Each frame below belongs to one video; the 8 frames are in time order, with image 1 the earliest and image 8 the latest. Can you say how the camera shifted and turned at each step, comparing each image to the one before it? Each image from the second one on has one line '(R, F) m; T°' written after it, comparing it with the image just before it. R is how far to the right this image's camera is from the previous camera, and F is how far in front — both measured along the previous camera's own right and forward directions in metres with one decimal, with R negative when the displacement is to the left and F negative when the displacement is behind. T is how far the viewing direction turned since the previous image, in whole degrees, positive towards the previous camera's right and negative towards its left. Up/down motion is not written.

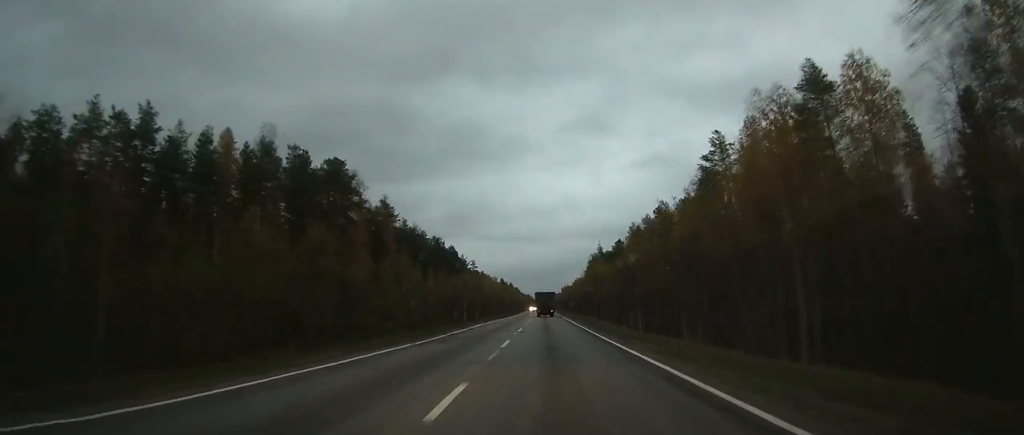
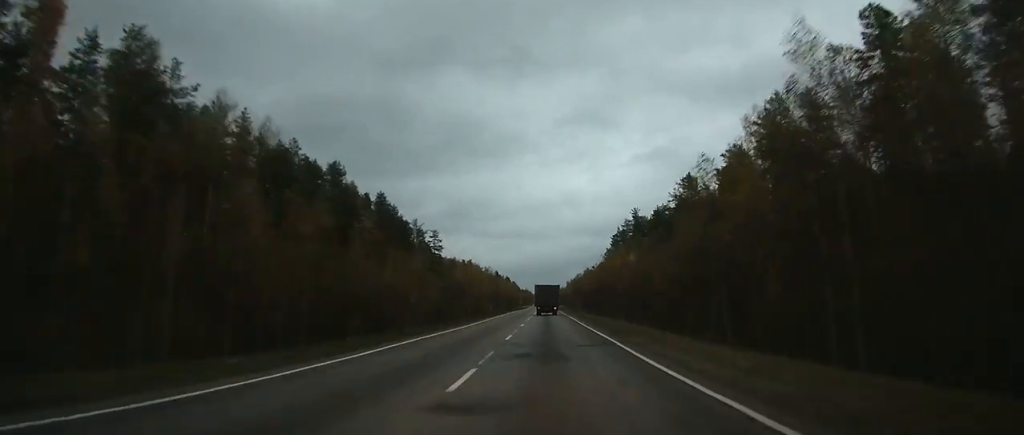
(0.0, +81.4) m; 0°
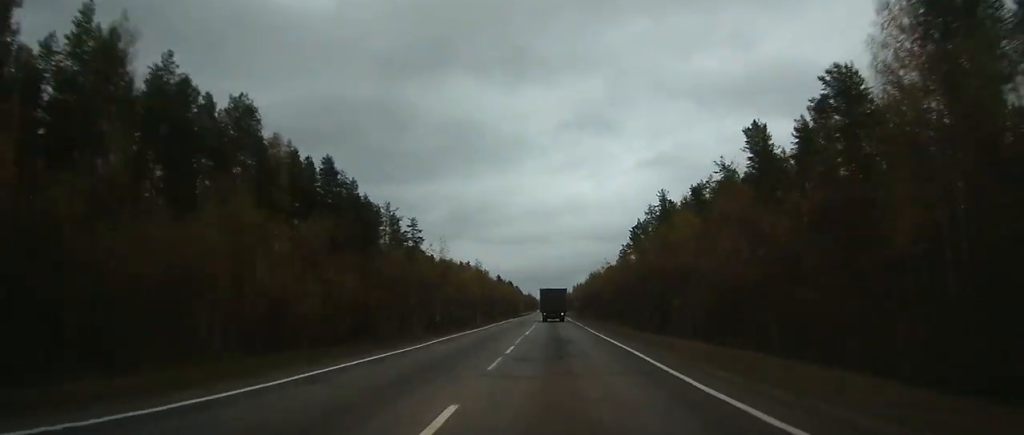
(+0.1, +29.6) m; 0°
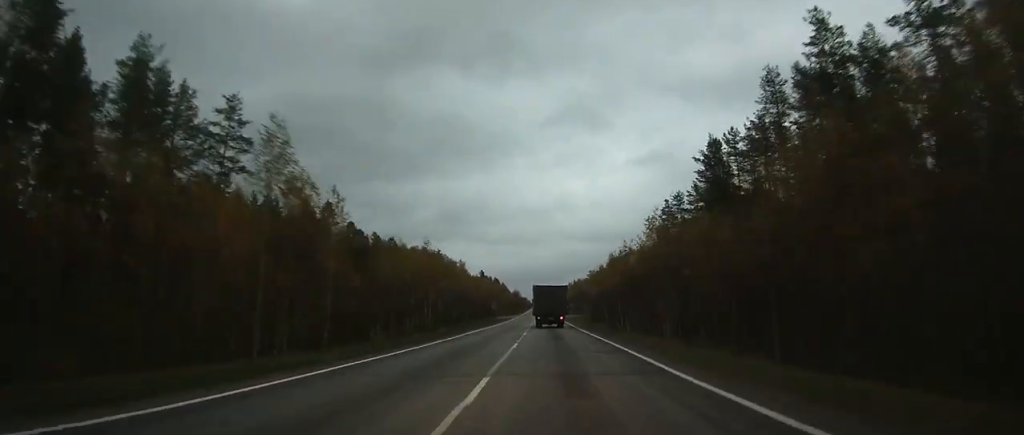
(-0.4, +71.1) m; 0°
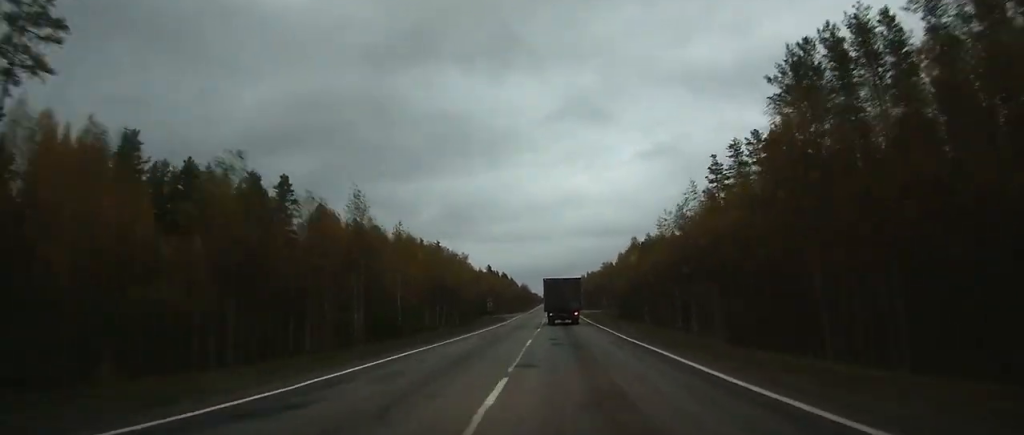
(0.0, +24.2) m; 0°
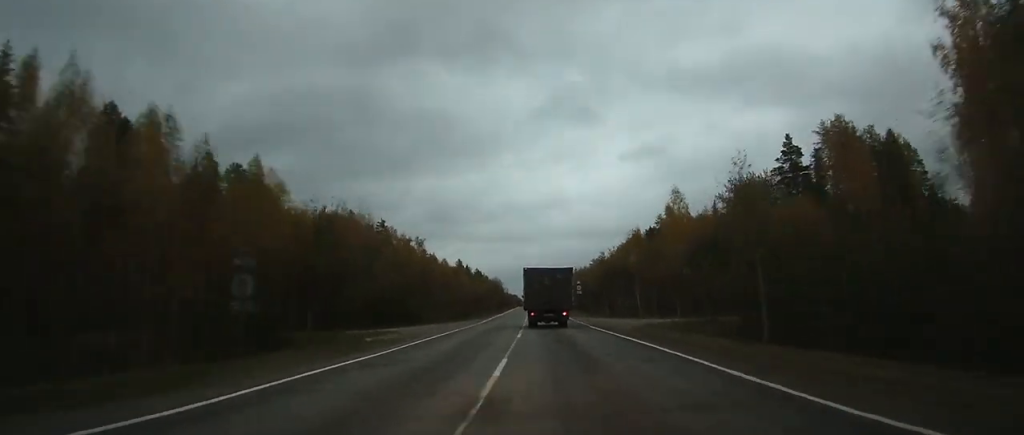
(+0.3, +56.4) m; 0°
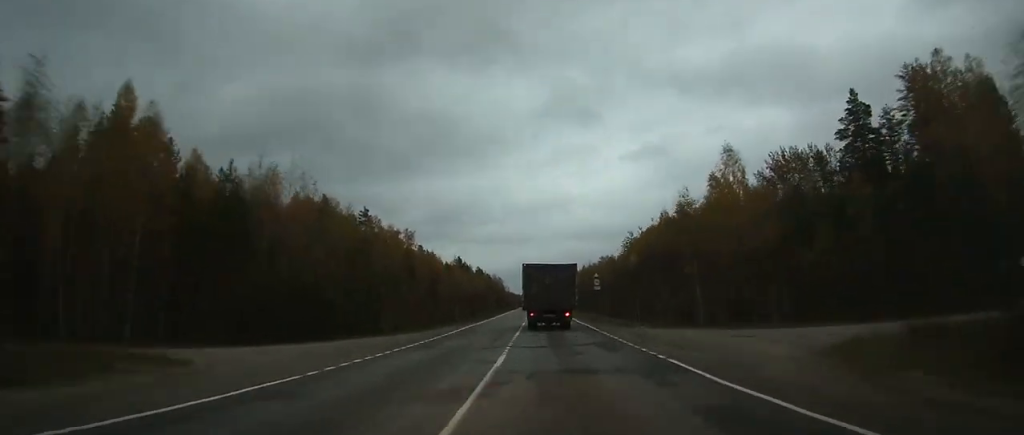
(0.0, +20.6) m; 0°
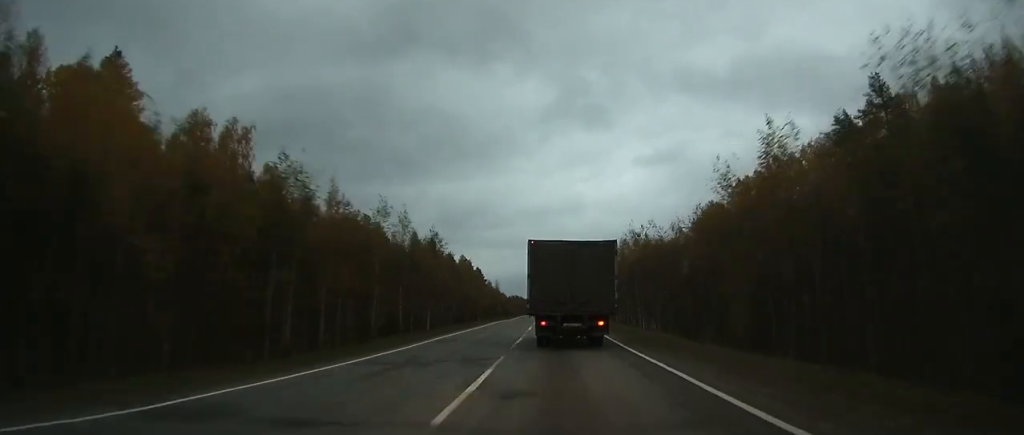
(-0.5, +98.4) m; 0°
